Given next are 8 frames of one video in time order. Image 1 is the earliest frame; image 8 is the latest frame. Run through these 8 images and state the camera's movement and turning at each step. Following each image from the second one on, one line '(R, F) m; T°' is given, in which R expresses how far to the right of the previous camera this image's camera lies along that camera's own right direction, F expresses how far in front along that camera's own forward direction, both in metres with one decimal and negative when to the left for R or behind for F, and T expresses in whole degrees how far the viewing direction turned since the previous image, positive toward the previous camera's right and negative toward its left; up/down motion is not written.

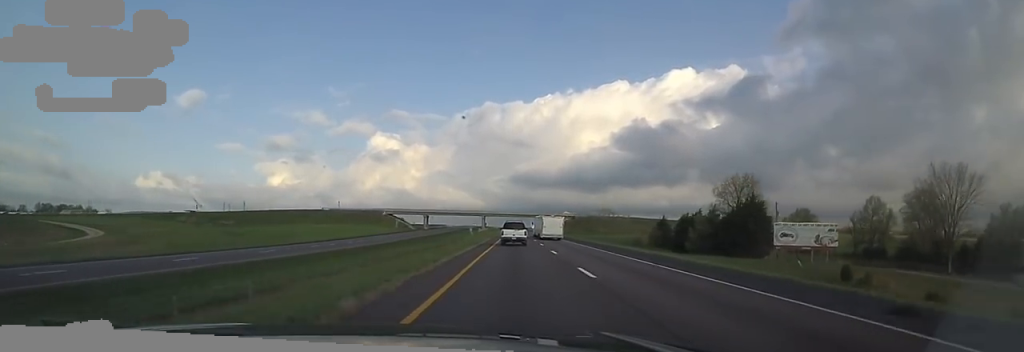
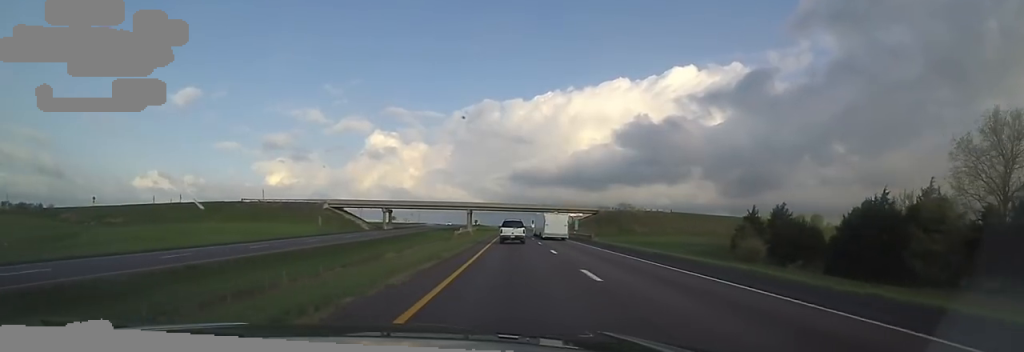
(-1.7, +50.3) m; -2°
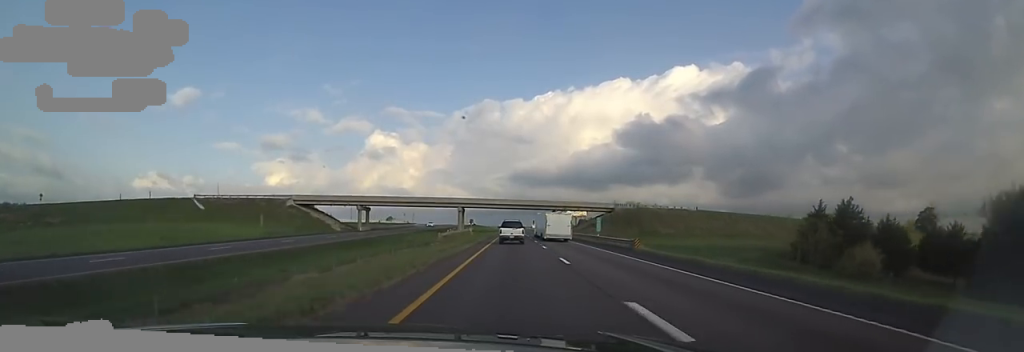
(-0.1, +18.9) m; +2°
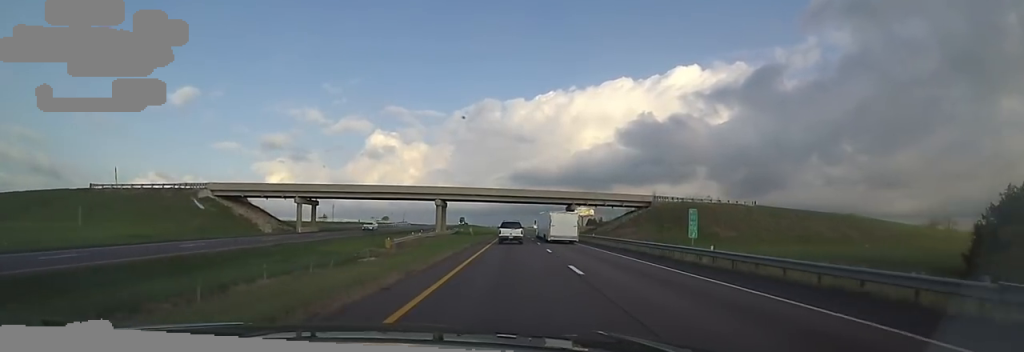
(+1.2, +28.4) m; 0°
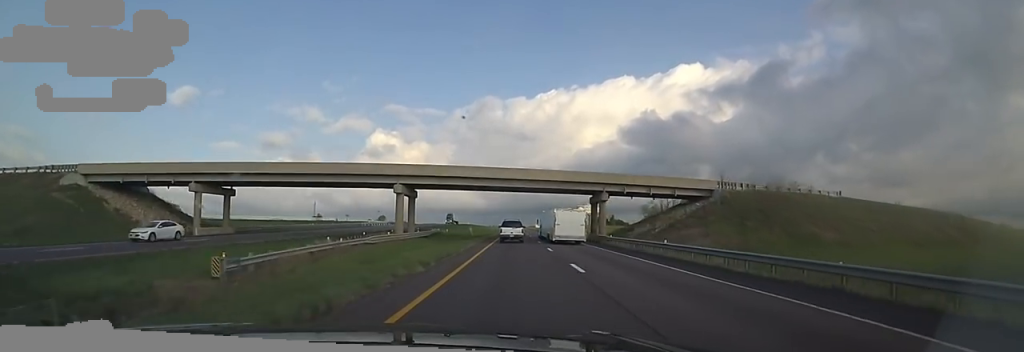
(-0.6, +24.2) m; 0°
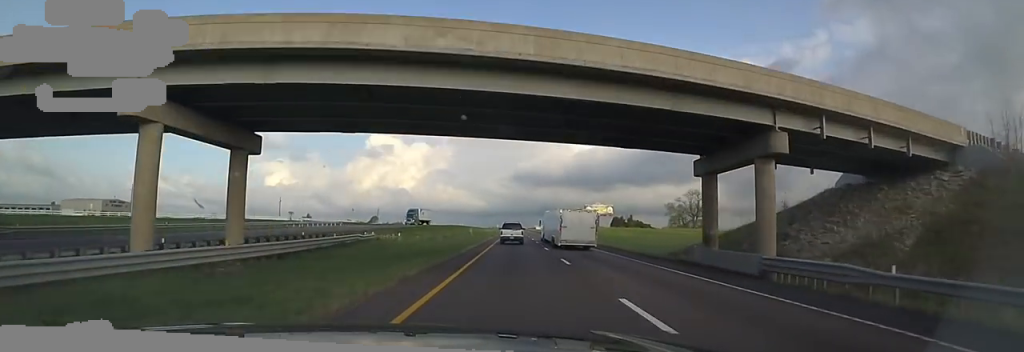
(+0.2, +32.6) m; 0°
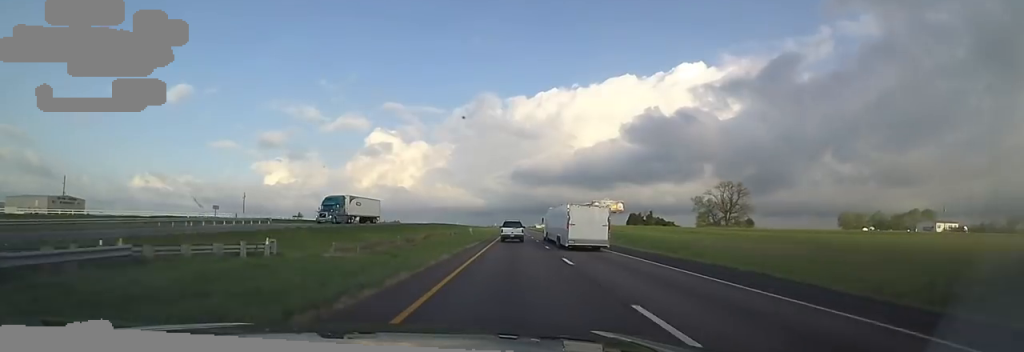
(+0.2, +25.2) m; -1°
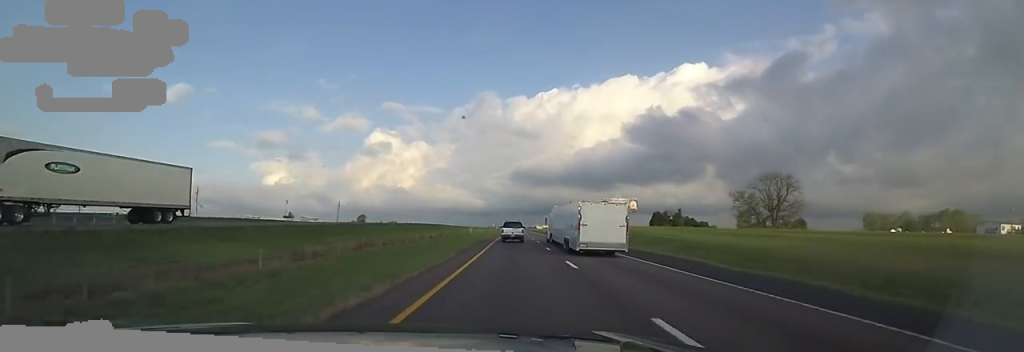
(-0.7, +25.2) m; -2°
